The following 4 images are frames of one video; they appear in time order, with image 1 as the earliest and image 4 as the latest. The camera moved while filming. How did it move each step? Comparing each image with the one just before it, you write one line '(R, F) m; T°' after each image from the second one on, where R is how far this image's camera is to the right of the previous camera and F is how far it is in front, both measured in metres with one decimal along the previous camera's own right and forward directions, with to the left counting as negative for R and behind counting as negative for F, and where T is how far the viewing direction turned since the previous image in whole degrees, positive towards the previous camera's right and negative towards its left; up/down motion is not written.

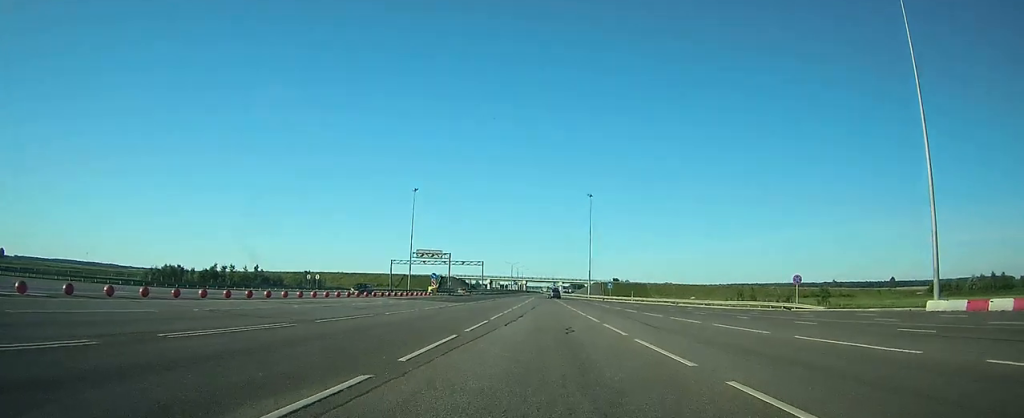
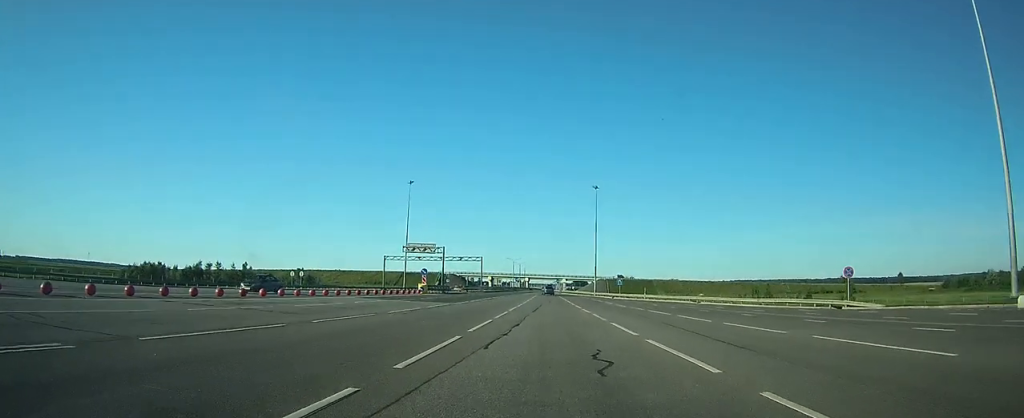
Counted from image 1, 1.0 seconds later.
(-0.3, +5.5) m; 0°
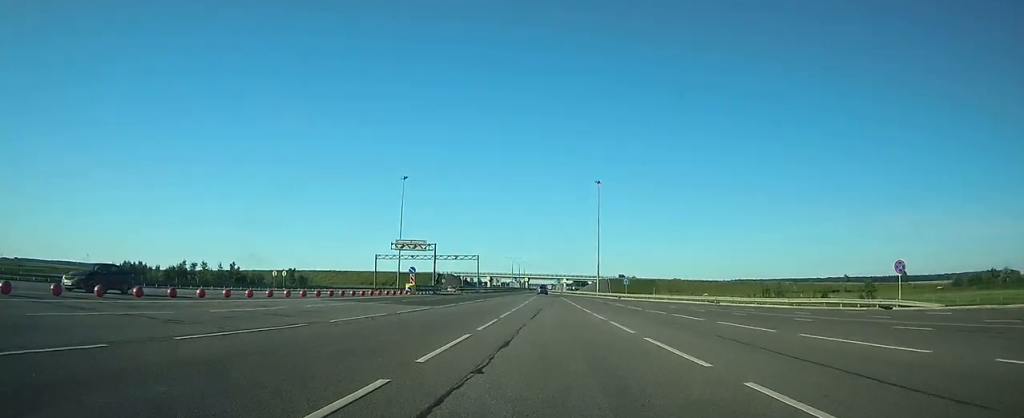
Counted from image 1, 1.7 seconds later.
(+0.2, +4.9) m; 0°
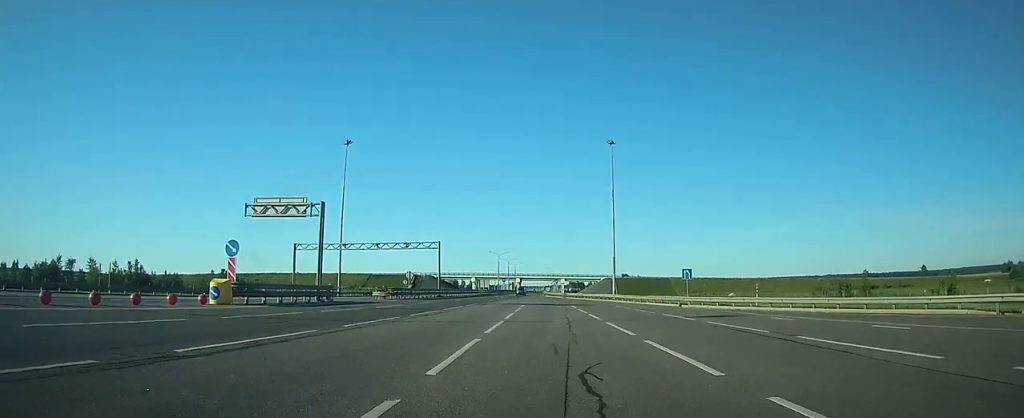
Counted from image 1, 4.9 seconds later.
(-0.9, +32.4) m; -2°
